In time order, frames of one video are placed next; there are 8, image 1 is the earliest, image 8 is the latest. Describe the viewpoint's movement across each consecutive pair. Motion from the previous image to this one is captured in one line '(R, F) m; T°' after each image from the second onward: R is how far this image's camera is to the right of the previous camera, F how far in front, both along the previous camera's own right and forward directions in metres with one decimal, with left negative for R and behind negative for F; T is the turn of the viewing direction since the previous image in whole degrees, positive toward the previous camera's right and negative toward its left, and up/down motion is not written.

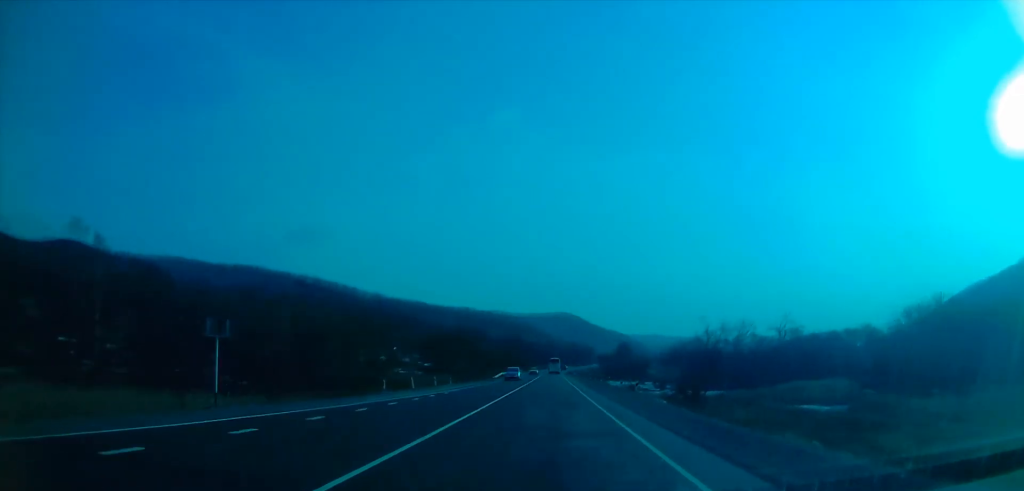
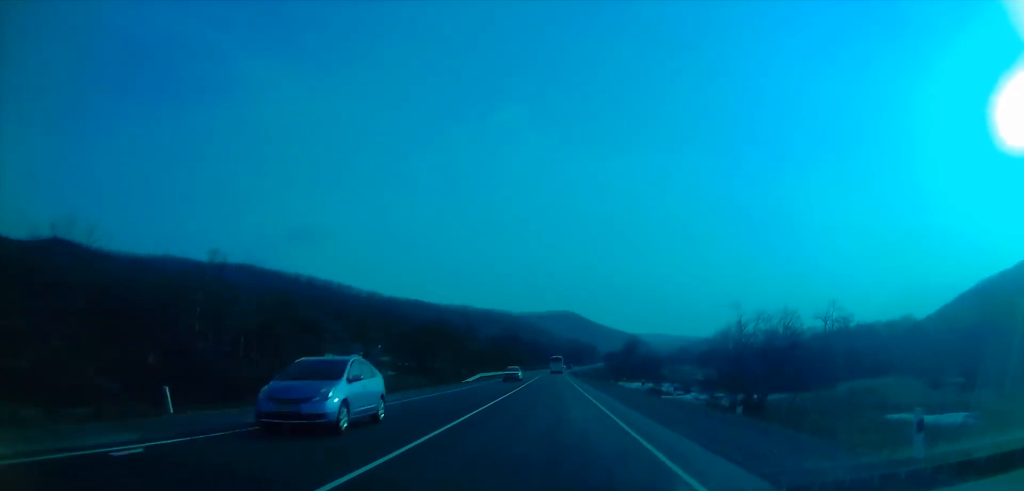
(+0.4, +31.3) m; +1°
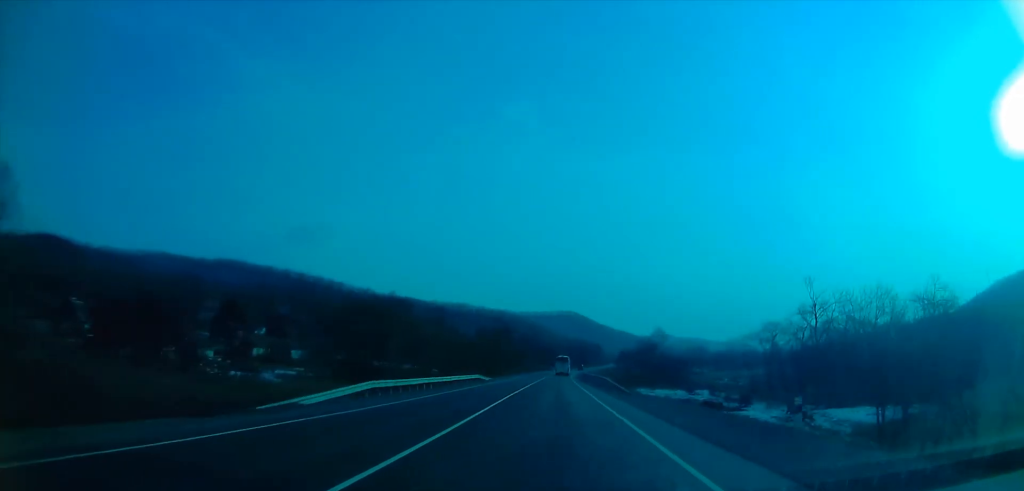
(+0.8, +43.1) m; -1°
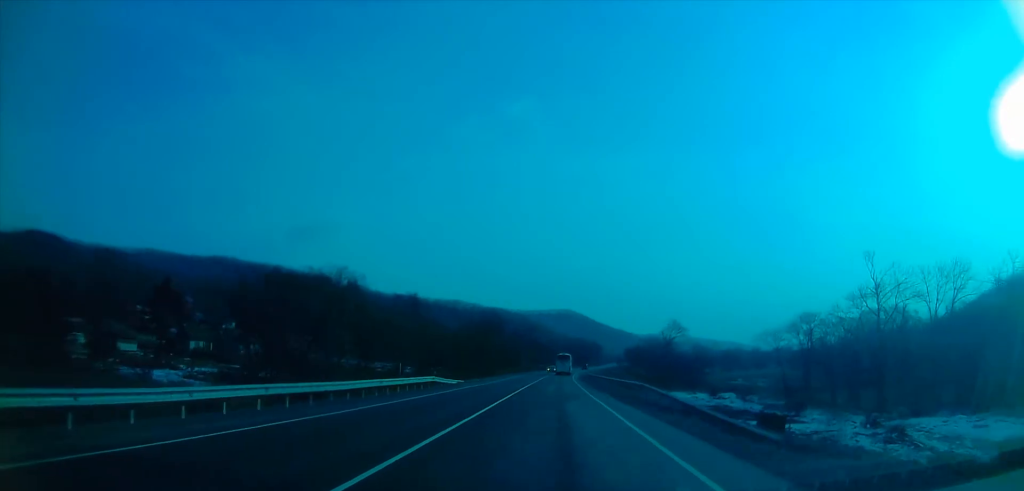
(-0.6, +23.2) m; 0°
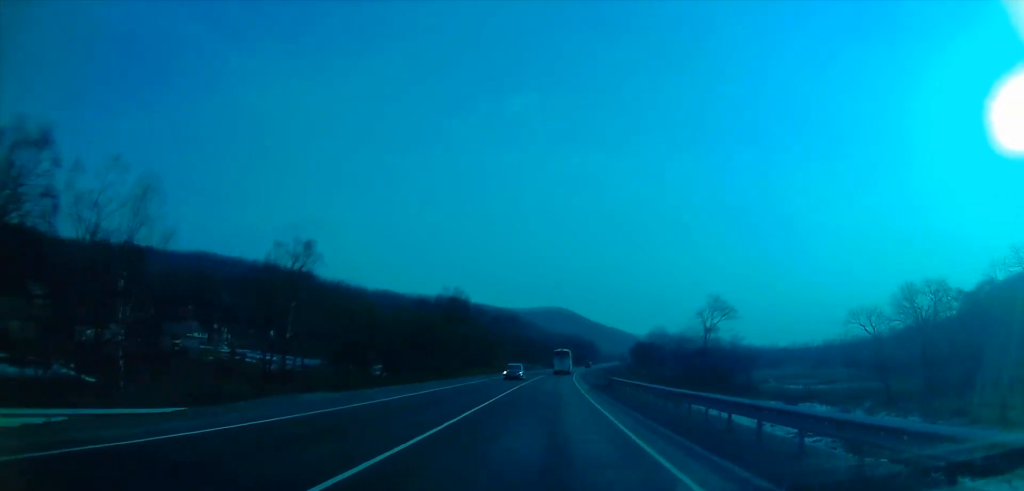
(+0.5, +44.9) m; +2°
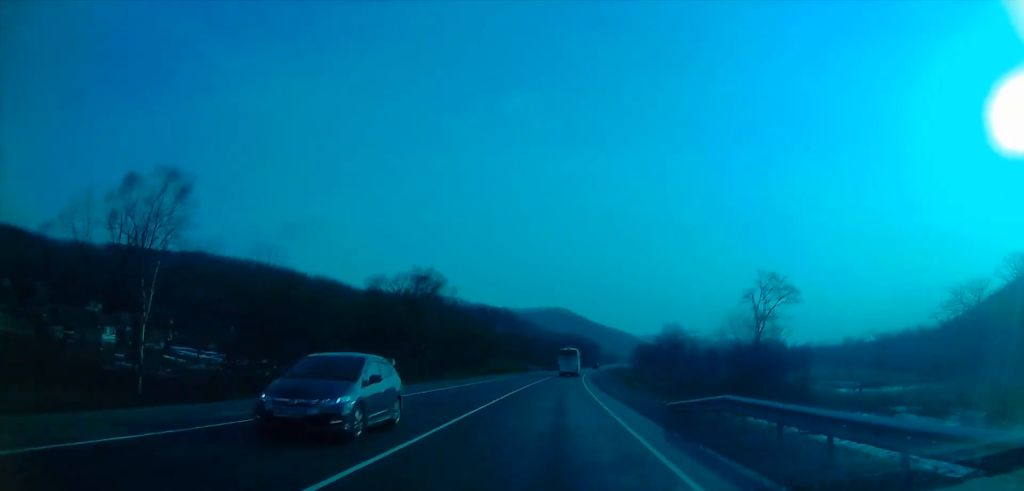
(+0.3, +25.1) m; +1°
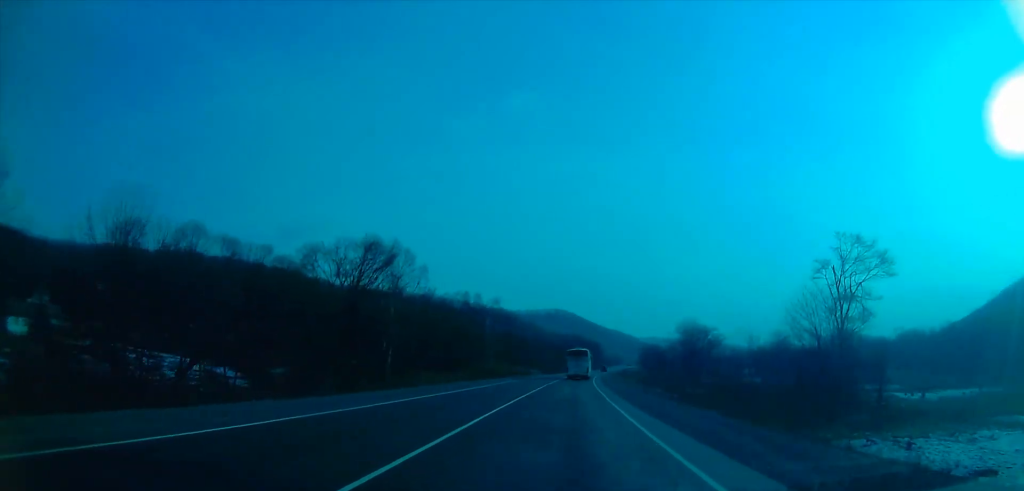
(0.0, +21.7) m; 0°
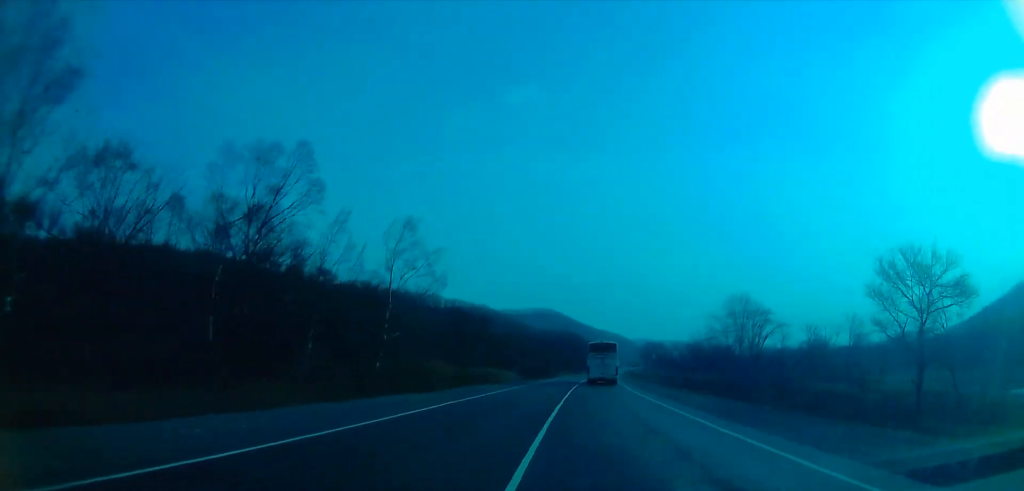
(0.0, +58.2) m; 0°
